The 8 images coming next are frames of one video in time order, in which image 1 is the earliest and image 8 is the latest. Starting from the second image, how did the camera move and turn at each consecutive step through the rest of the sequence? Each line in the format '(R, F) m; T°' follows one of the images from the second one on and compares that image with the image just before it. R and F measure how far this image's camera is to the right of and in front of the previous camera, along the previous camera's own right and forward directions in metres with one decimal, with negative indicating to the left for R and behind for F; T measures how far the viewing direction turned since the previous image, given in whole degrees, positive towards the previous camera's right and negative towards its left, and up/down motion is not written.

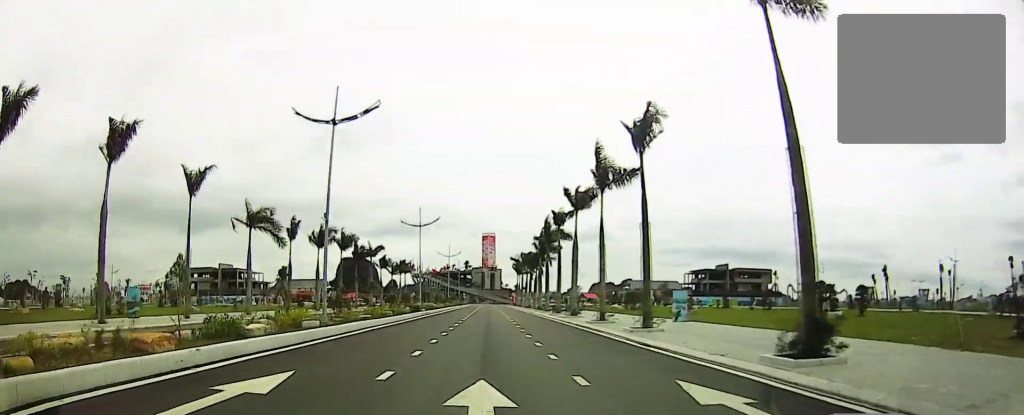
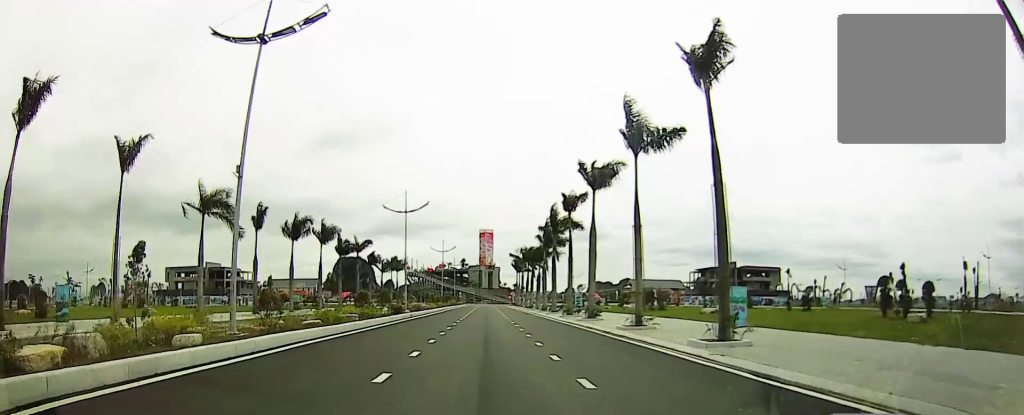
(0.0, +7.9) m; +1°
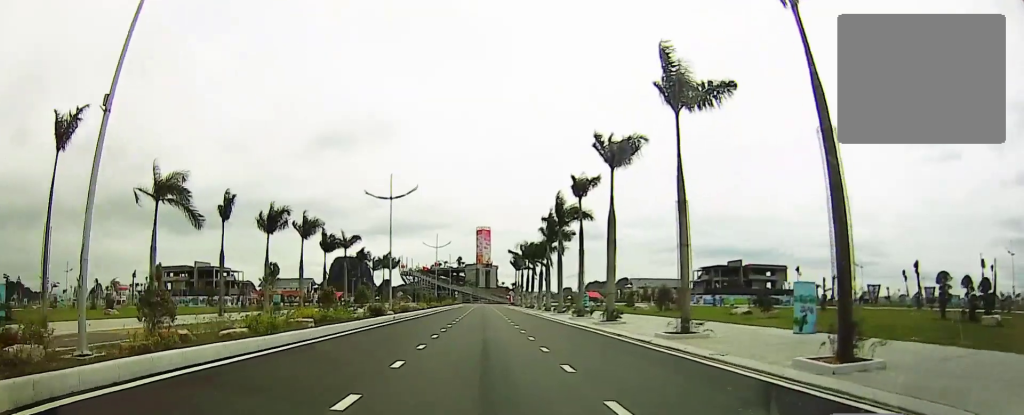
(0.0, +5.7) m; 0°
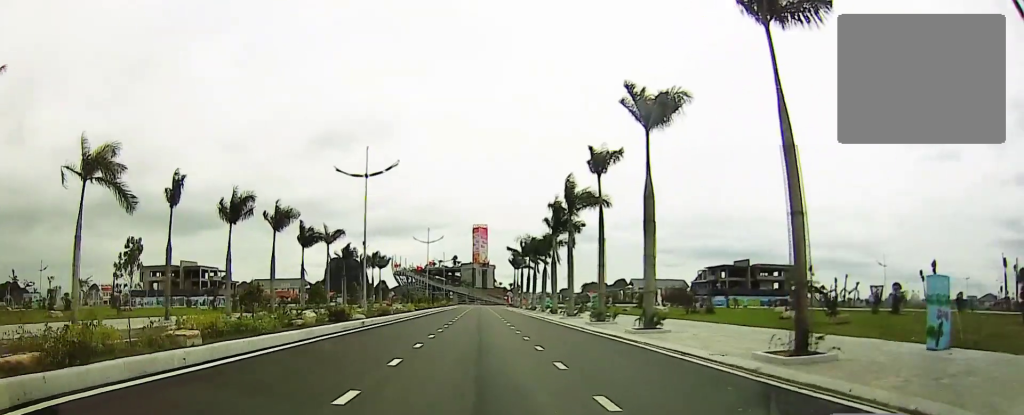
(0.0, +7.1) m; 0°
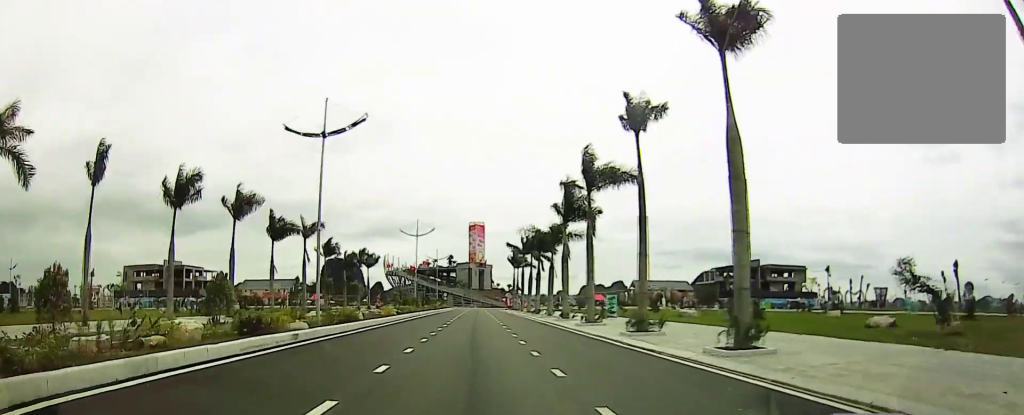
(0.0, +8.1) m; 0°
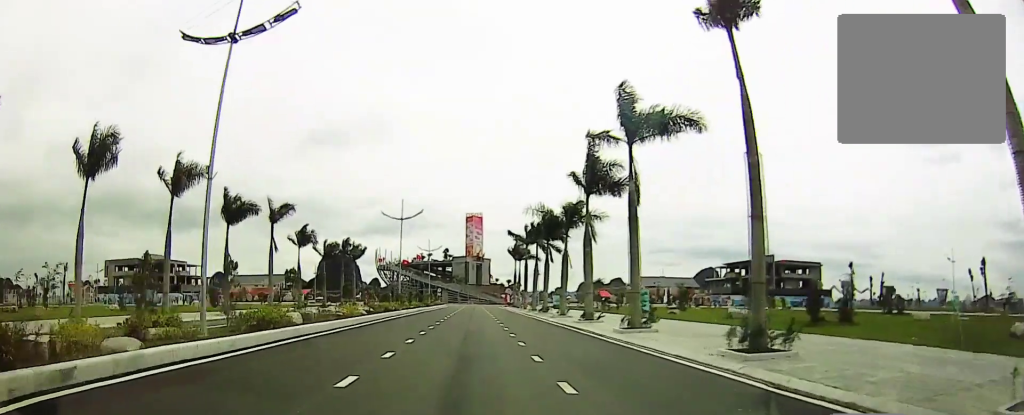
(0.0, +11.0) m; 0°
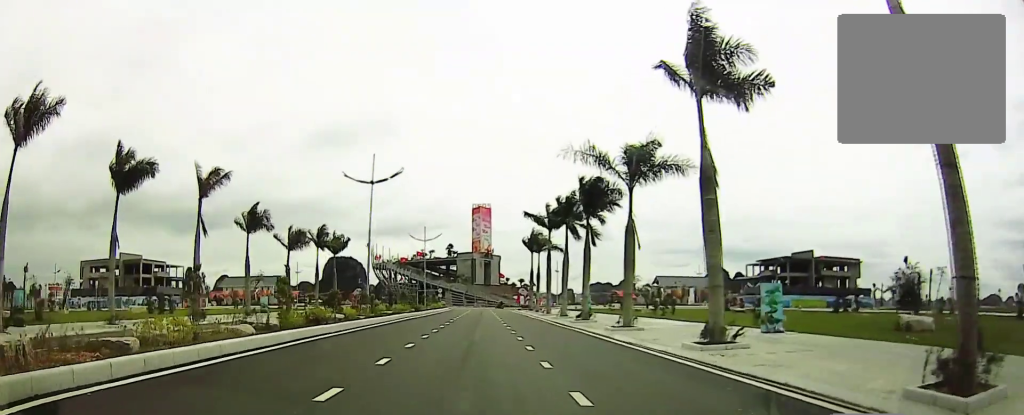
(0.0, +17.4) m; -1°
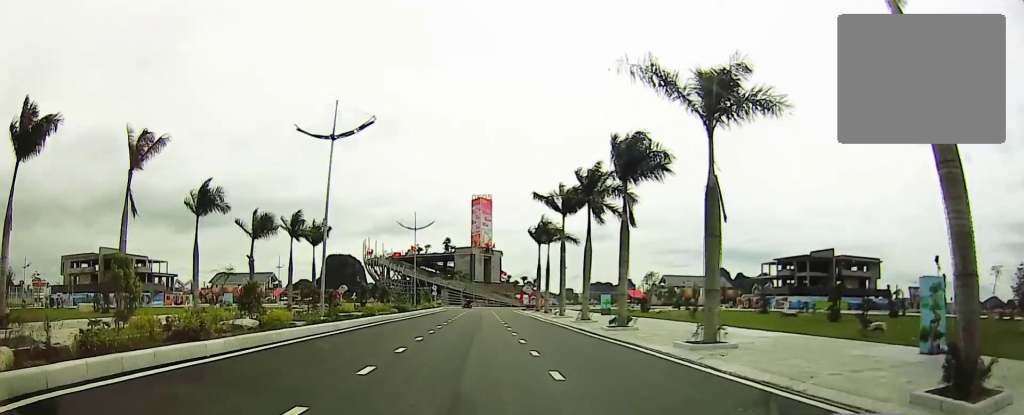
(-0.2, +10.6) m; -1°
